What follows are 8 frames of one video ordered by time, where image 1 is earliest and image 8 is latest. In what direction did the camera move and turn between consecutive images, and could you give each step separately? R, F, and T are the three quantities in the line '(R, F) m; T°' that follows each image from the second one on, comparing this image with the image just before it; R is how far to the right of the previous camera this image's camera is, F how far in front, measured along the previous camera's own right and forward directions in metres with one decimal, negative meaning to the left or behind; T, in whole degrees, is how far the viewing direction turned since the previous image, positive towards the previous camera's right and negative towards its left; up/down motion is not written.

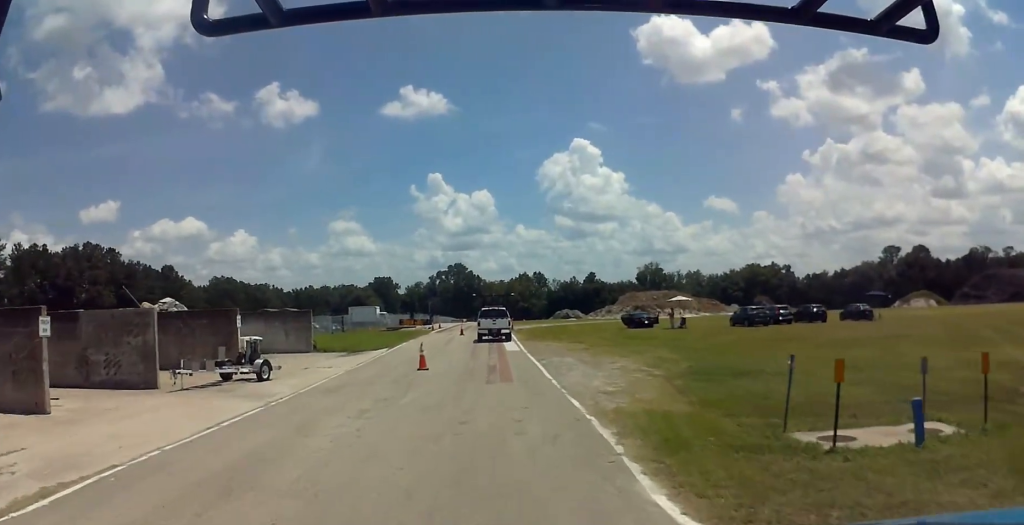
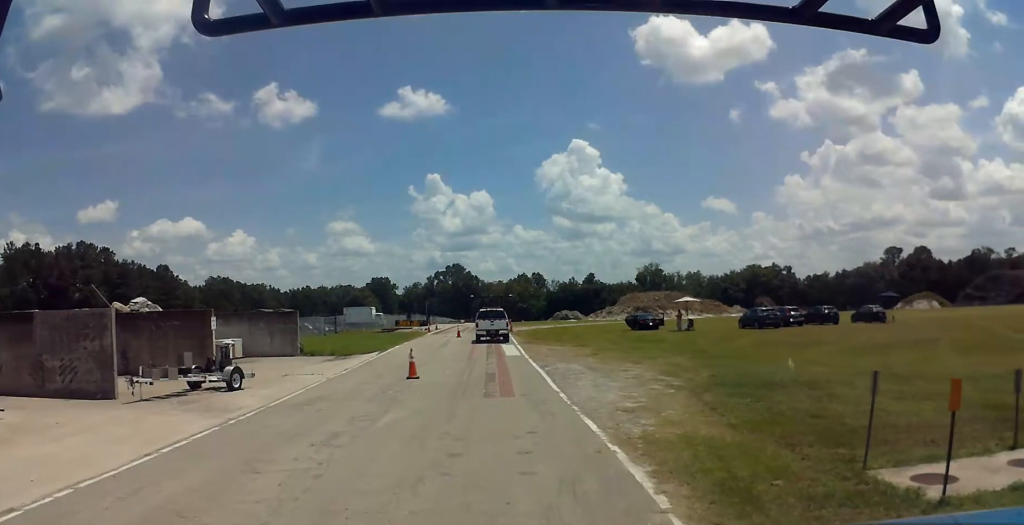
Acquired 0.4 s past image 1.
(+0.2, +3.0) m; 0°
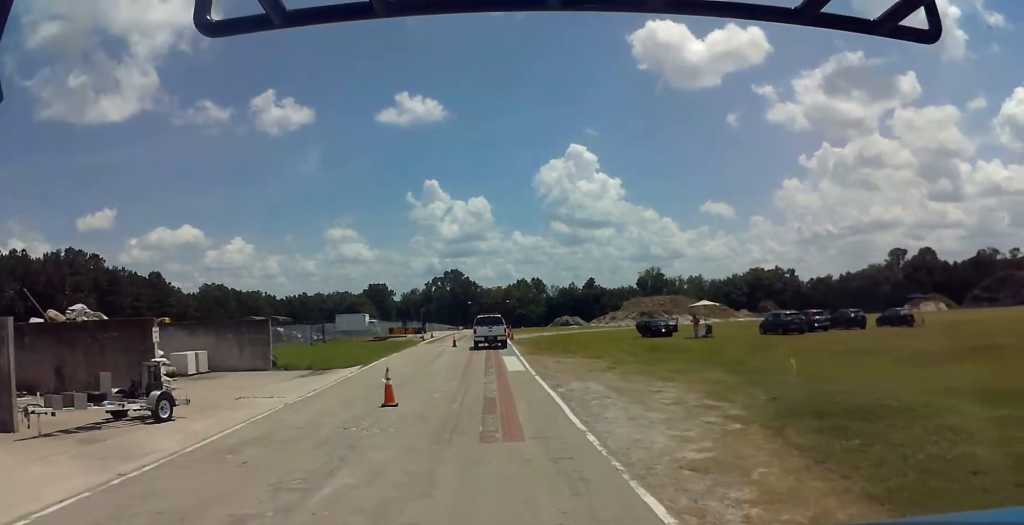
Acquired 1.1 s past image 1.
(+0.1, +5.0) m; -1°
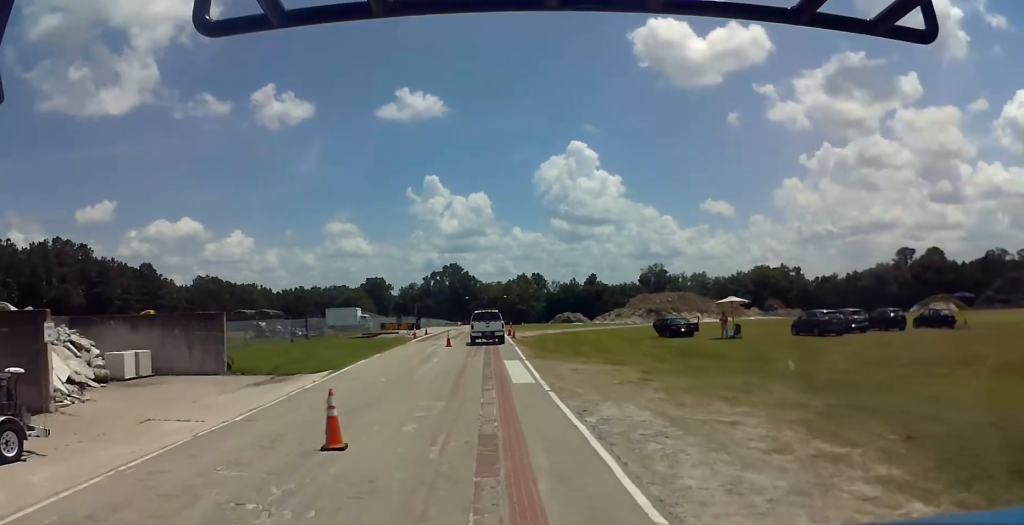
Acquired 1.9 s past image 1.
(-0.2, +6.2) m; -2°
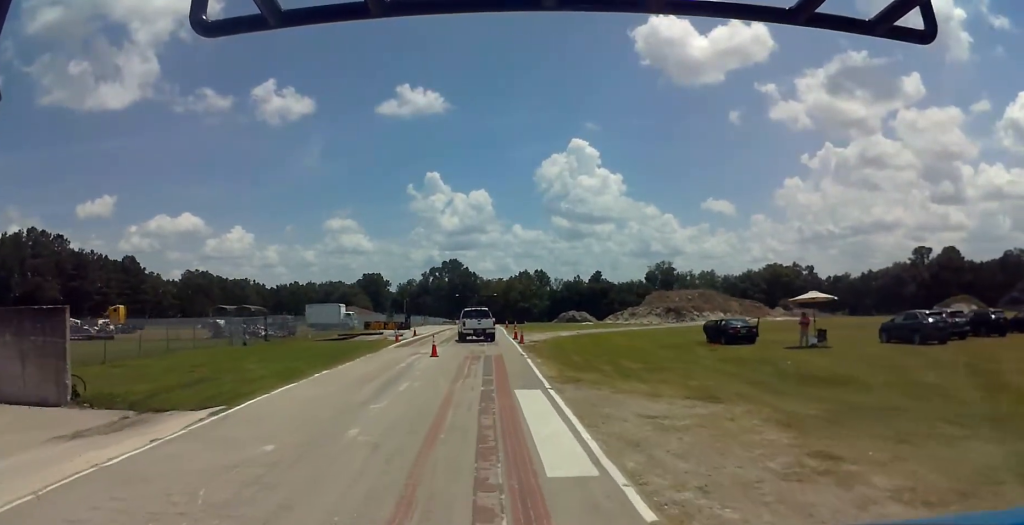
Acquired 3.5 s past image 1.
(-0.1, +12.2) m; 0°
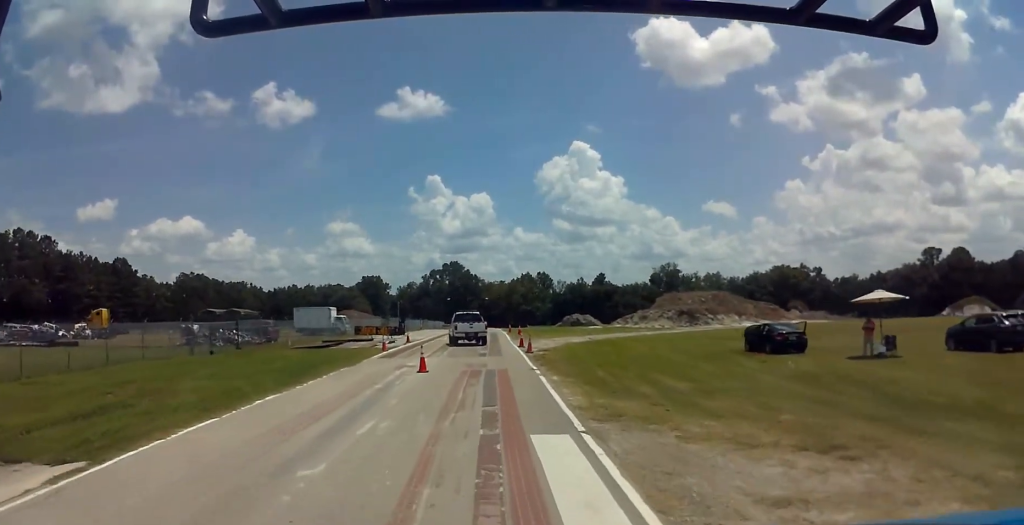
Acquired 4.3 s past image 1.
(0.0, +6.2) m; 0°
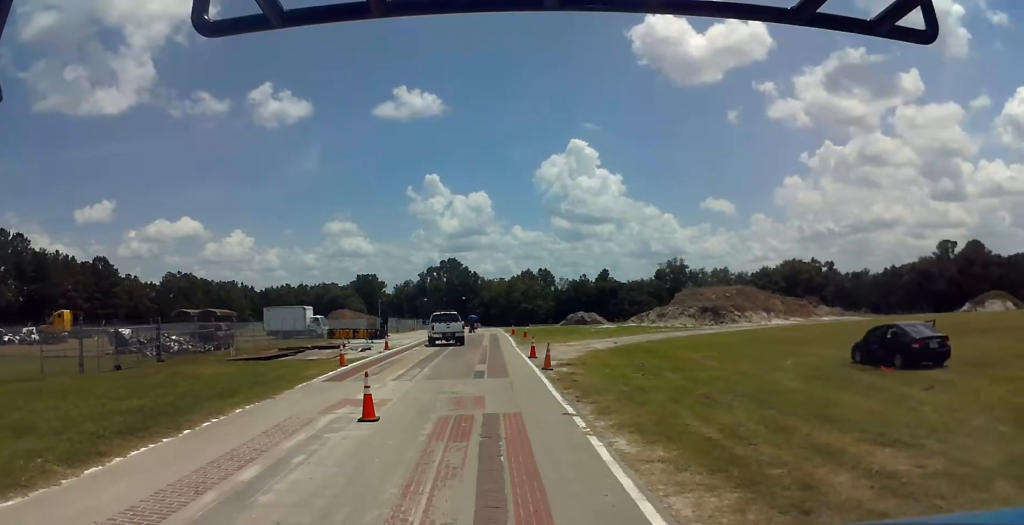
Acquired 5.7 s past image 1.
(0.0, +11.2) m; -3°
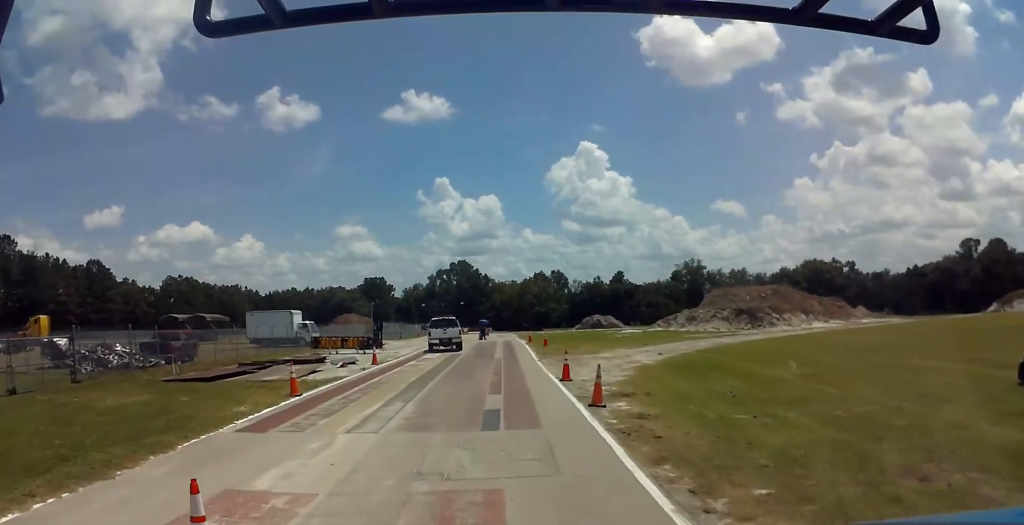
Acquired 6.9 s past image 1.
(-0.5, +8.7) m; -1°
